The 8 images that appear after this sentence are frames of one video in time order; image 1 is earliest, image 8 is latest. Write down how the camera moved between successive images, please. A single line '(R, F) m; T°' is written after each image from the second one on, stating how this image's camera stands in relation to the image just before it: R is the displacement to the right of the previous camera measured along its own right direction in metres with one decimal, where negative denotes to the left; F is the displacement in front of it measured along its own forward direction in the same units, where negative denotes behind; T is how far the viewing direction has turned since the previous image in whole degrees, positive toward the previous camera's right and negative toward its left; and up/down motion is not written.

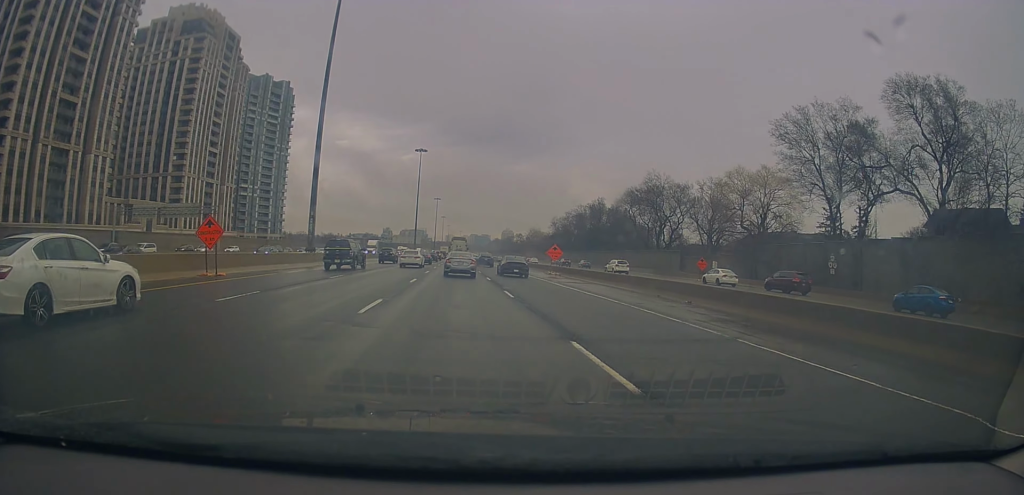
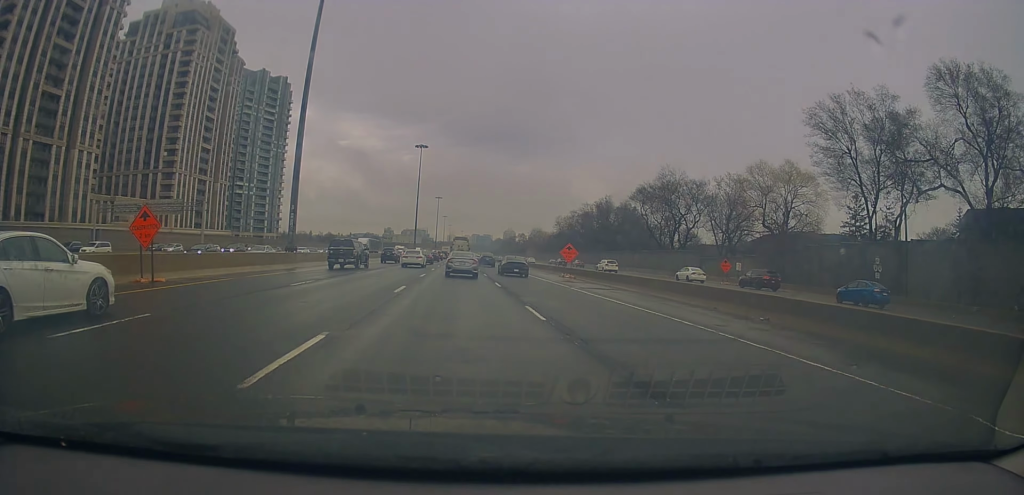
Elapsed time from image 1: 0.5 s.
(-0.4, +6.4) m; -1°
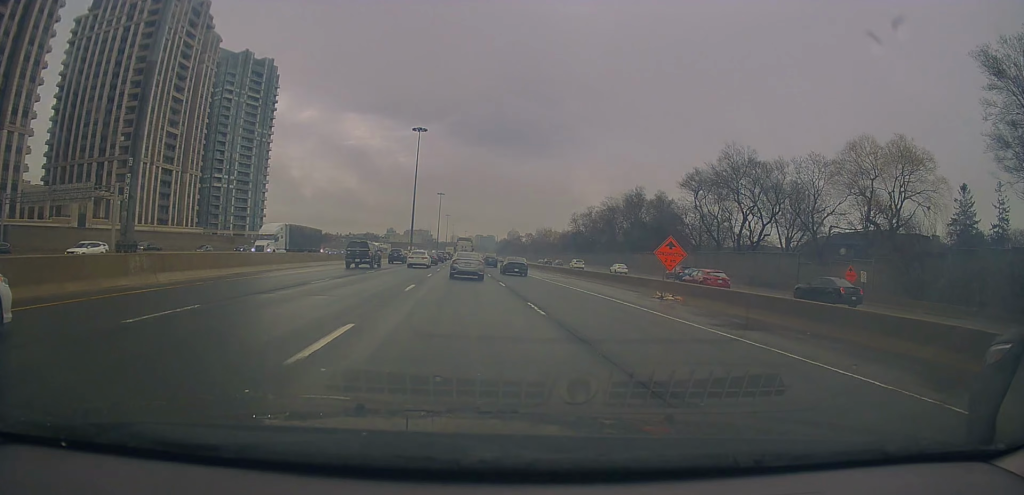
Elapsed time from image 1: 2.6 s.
(0.0, +23.9) m; +2°
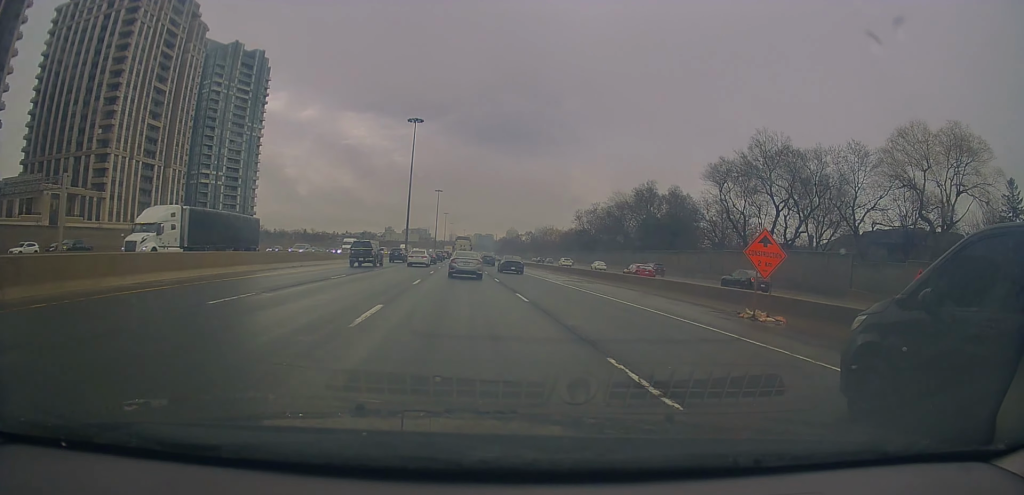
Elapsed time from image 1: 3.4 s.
(+0.4, +8.8) m; 0°
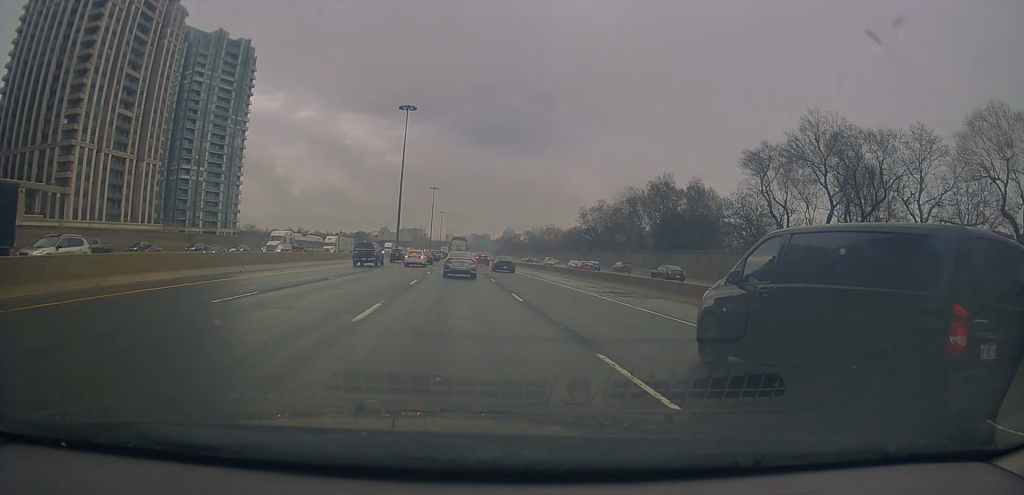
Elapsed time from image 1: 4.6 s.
(-0.4, +12.1) m; -1°
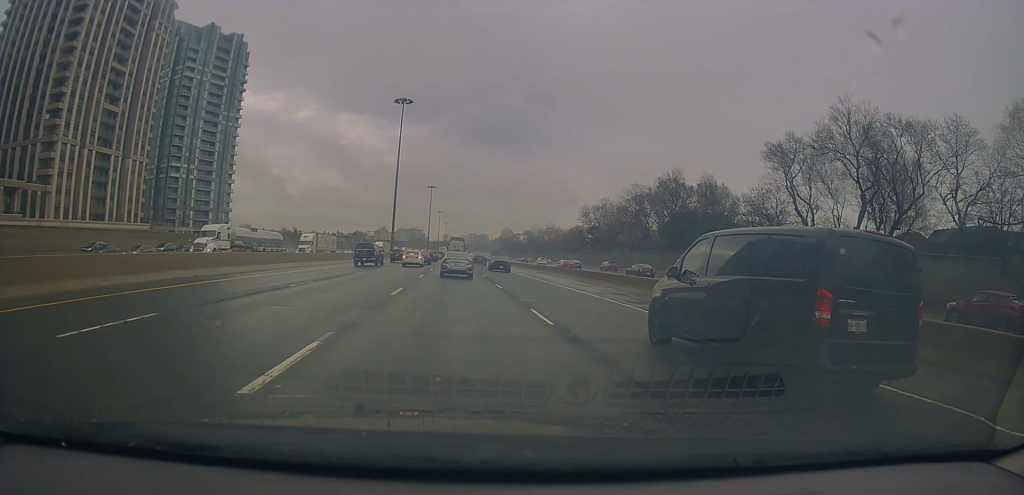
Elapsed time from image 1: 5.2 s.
(+0.1, +5.8) m; +2°
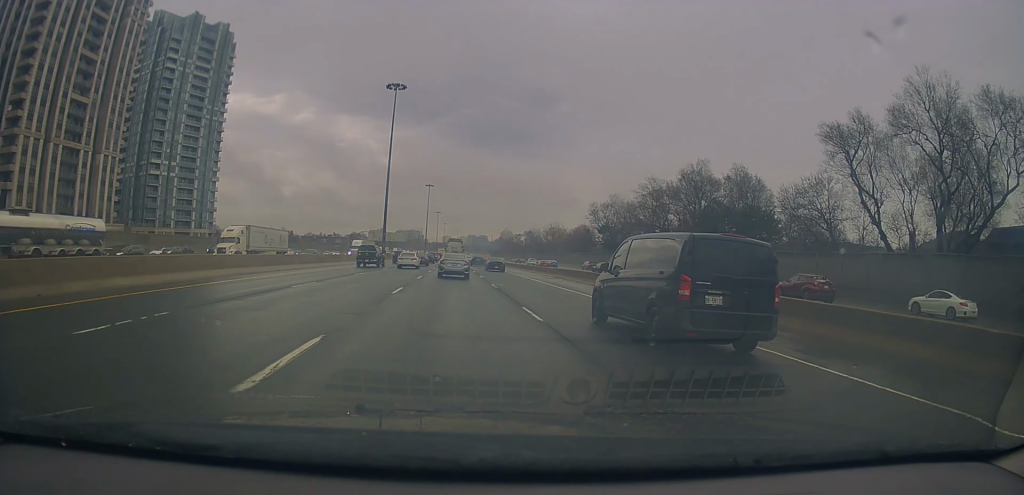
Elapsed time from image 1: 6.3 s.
(+0.5, +11.2) m; 0°
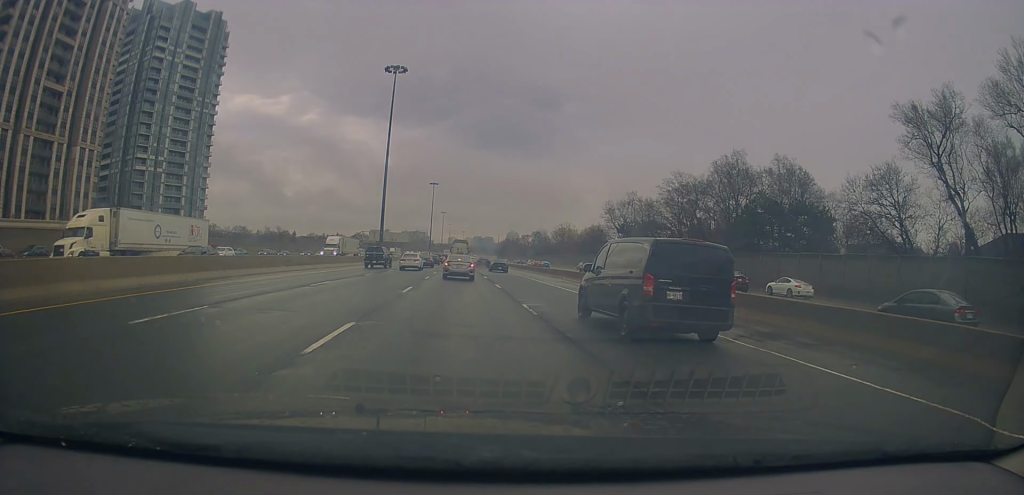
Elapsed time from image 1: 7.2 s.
(-0.4, +10.2) m; -3°
